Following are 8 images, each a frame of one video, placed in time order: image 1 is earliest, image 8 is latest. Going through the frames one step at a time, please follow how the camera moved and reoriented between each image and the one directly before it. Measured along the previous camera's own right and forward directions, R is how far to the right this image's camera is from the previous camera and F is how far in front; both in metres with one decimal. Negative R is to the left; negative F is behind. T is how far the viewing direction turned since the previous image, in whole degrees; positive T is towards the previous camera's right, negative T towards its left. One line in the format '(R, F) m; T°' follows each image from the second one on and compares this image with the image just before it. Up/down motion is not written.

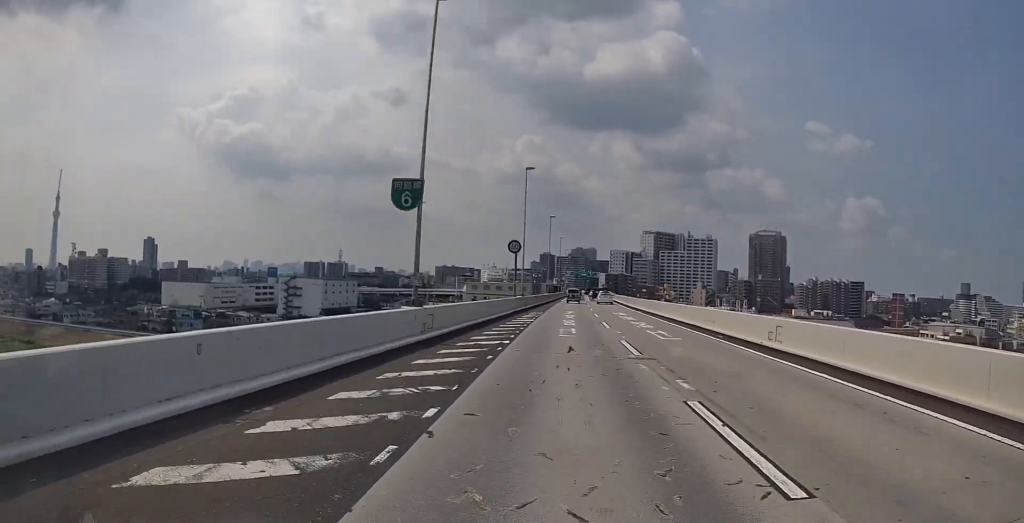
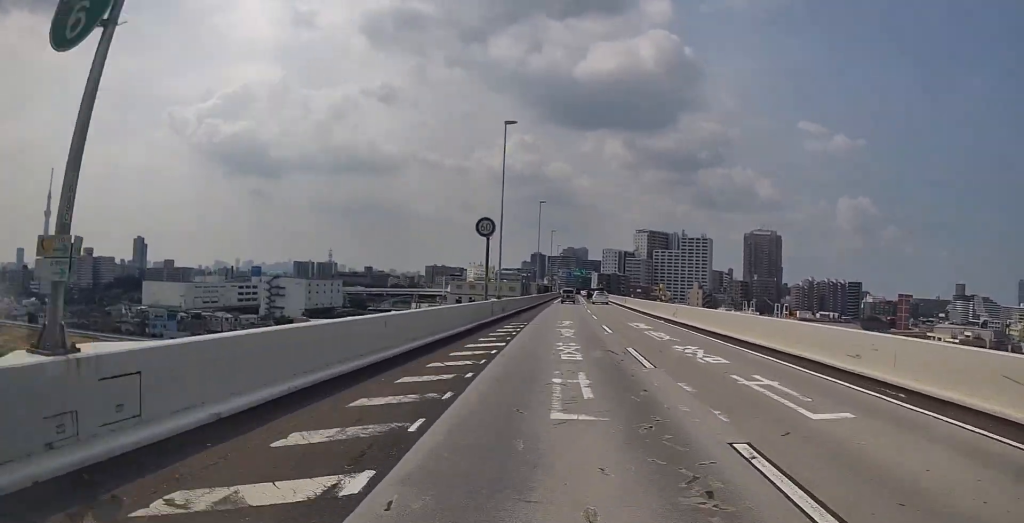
(+0.1, +11.8) m; 0°
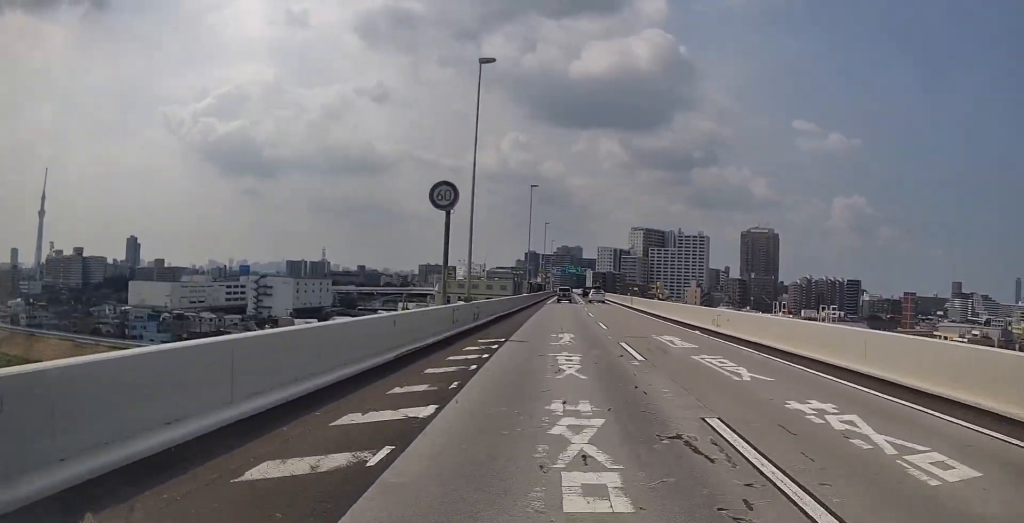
(0.0, +9.6) m; 0°
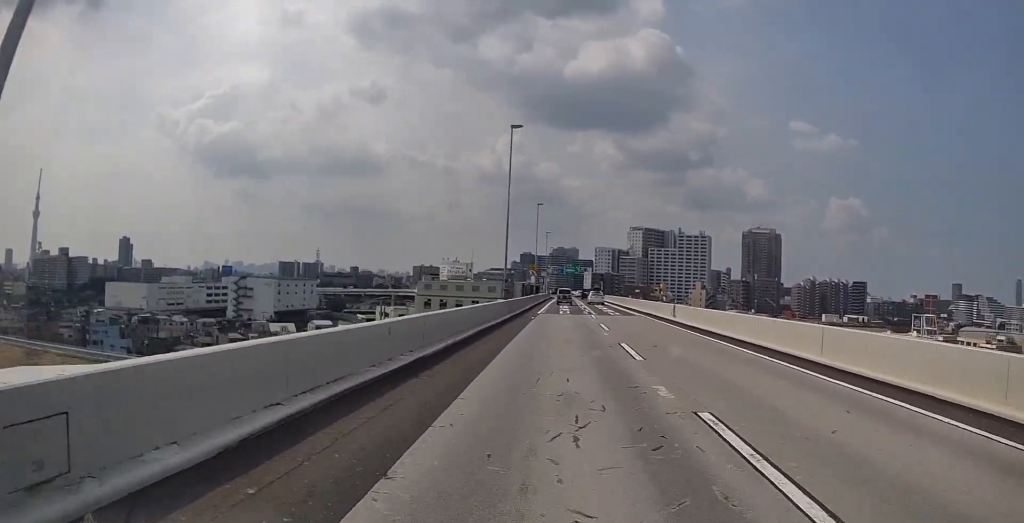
(0.0, +19.4) m; +2°
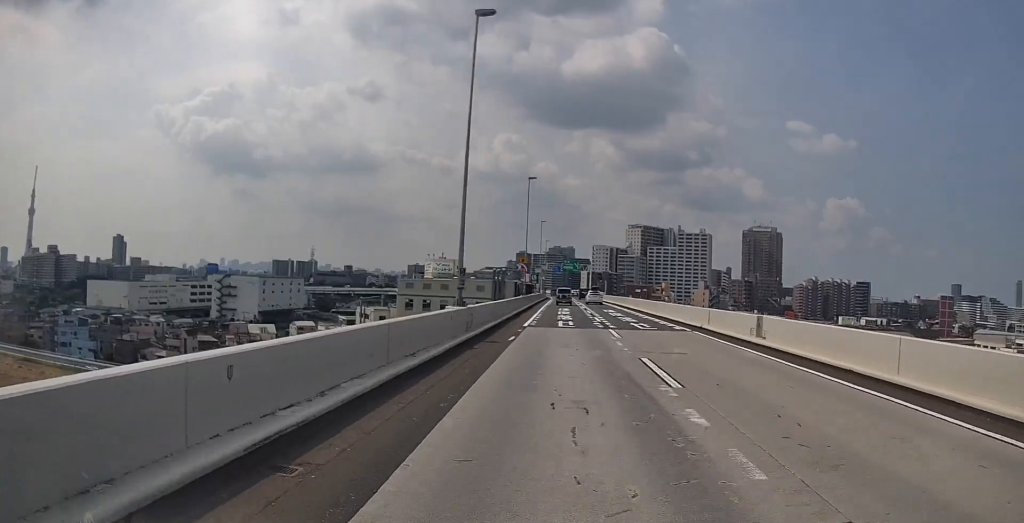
(+0.3, +14.1) m; +1°
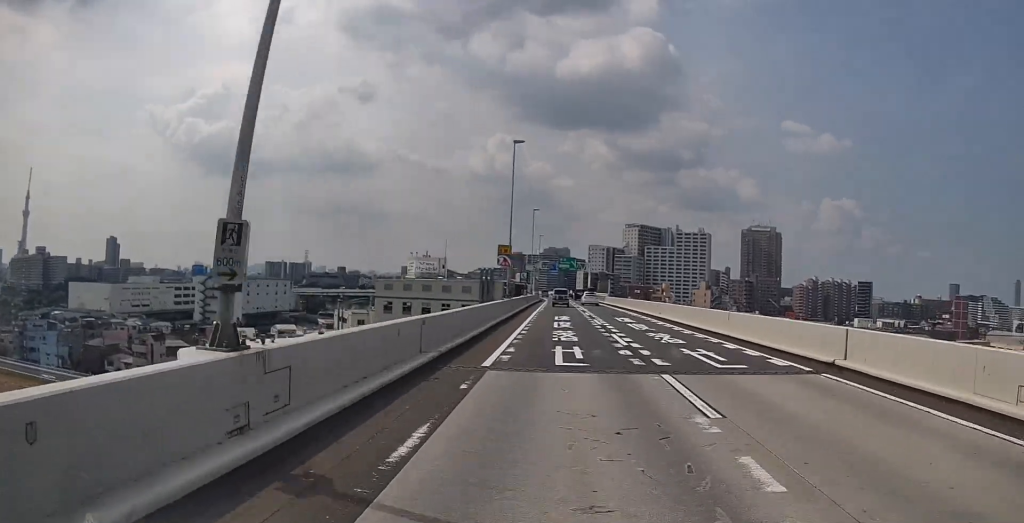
(+0.2, +12.6) m; +1°
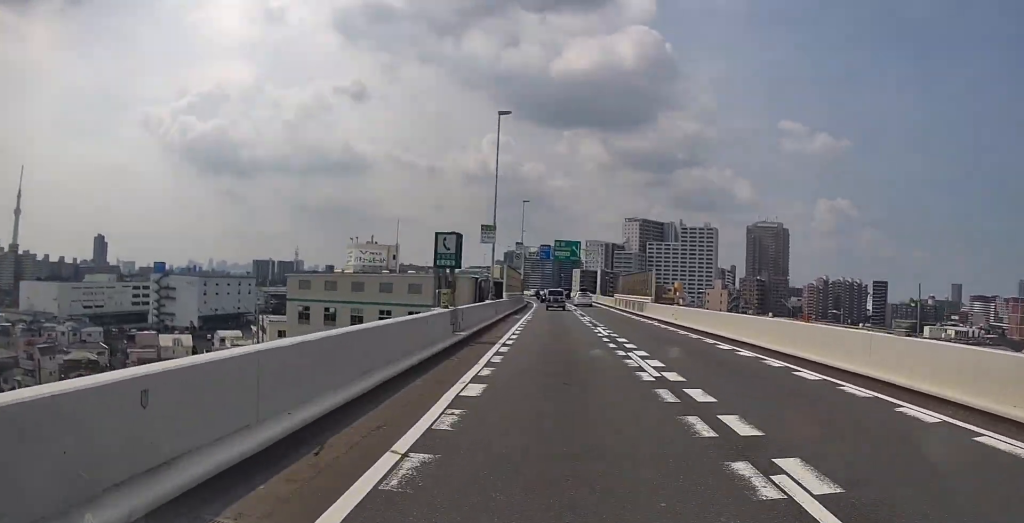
(-0.1, +36.2) m; 0°
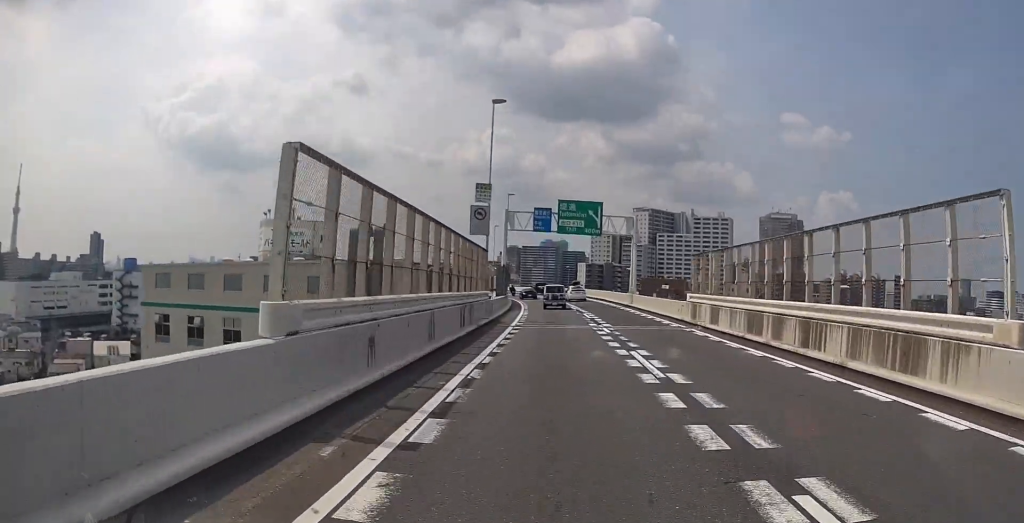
(0.0, +31.2) m; +1°
